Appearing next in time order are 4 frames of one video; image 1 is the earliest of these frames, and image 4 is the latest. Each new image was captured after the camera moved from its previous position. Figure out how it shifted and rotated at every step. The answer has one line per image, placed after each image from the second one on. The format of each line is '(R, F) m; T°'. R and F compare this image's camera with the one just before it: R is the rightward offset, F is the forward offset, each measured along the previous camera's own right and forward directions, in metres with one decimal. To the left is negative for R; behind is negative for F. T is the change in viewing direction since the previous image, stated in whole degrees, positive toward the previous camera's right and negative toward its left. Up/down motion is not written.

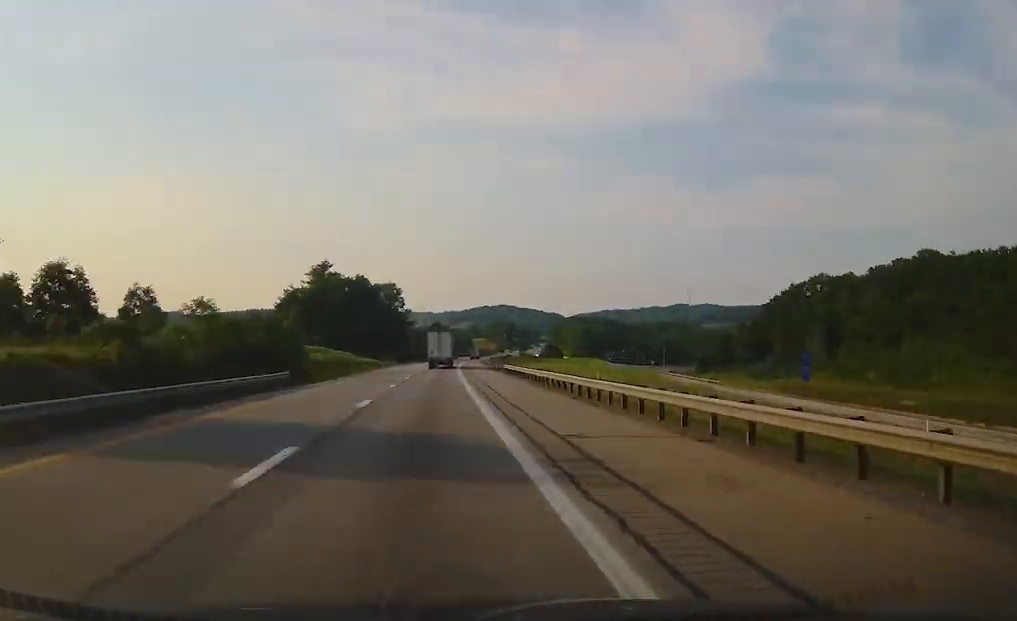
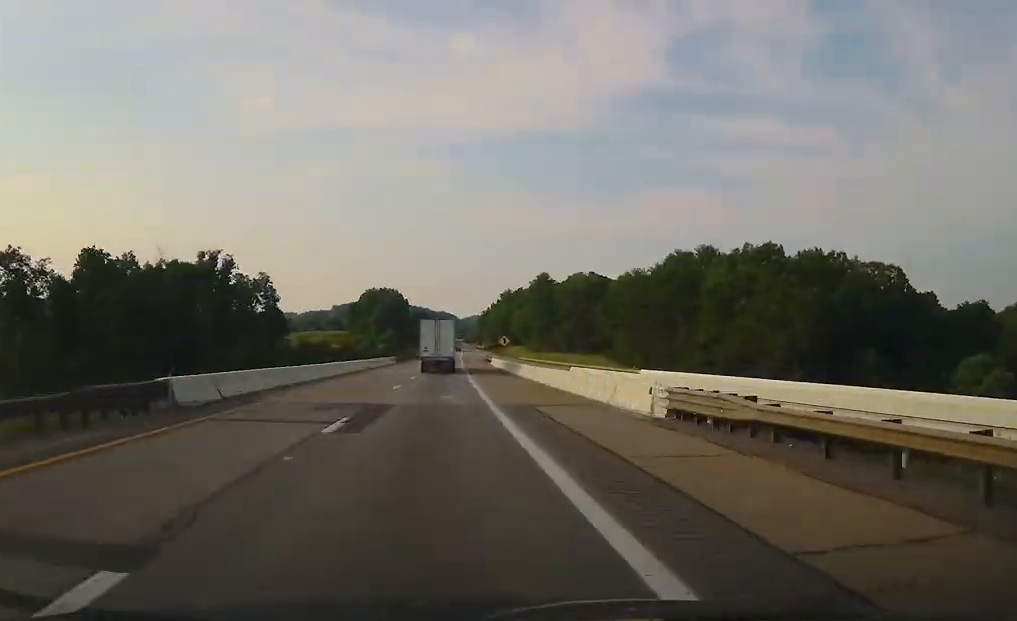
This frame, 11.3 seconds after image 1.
(+32.3, +400.9) m; +10°
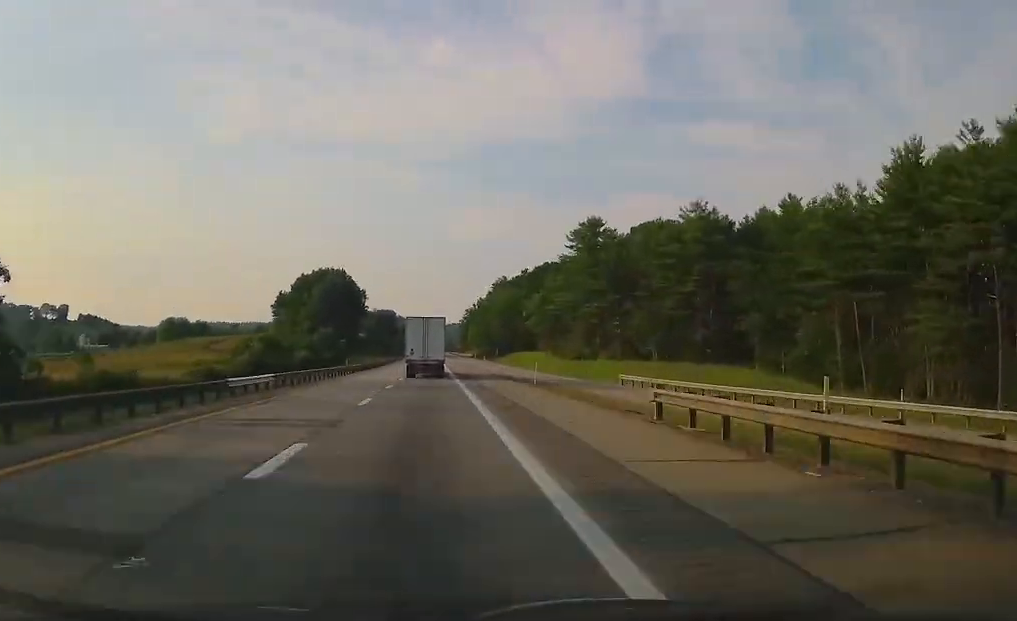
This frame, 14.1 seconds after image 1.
(+3.7, +99.5) m; +1°
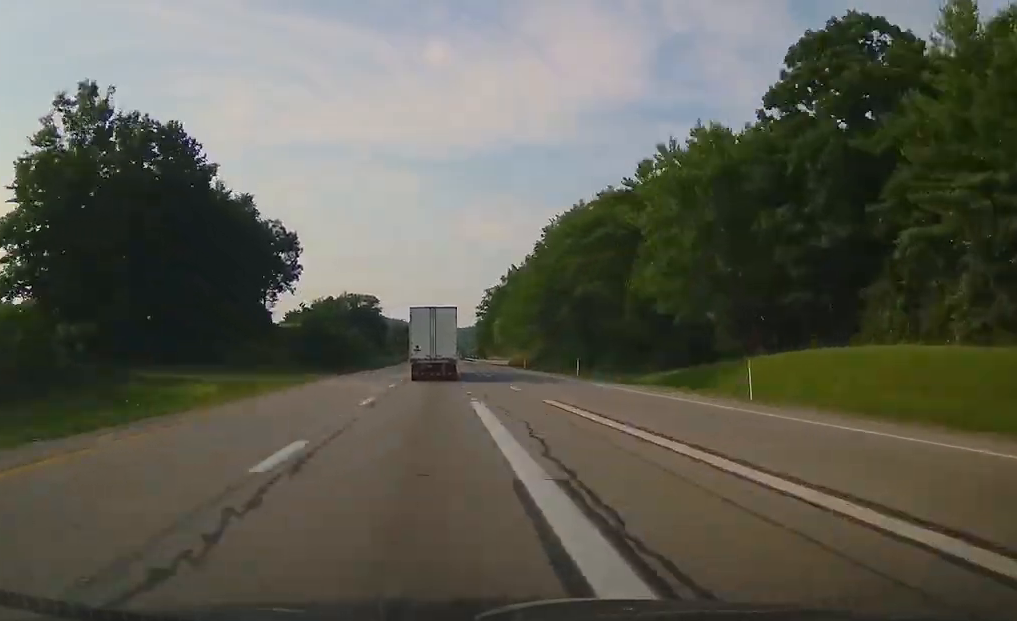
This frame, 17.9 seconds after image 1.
(+0.4, +131.8) m; 0°
